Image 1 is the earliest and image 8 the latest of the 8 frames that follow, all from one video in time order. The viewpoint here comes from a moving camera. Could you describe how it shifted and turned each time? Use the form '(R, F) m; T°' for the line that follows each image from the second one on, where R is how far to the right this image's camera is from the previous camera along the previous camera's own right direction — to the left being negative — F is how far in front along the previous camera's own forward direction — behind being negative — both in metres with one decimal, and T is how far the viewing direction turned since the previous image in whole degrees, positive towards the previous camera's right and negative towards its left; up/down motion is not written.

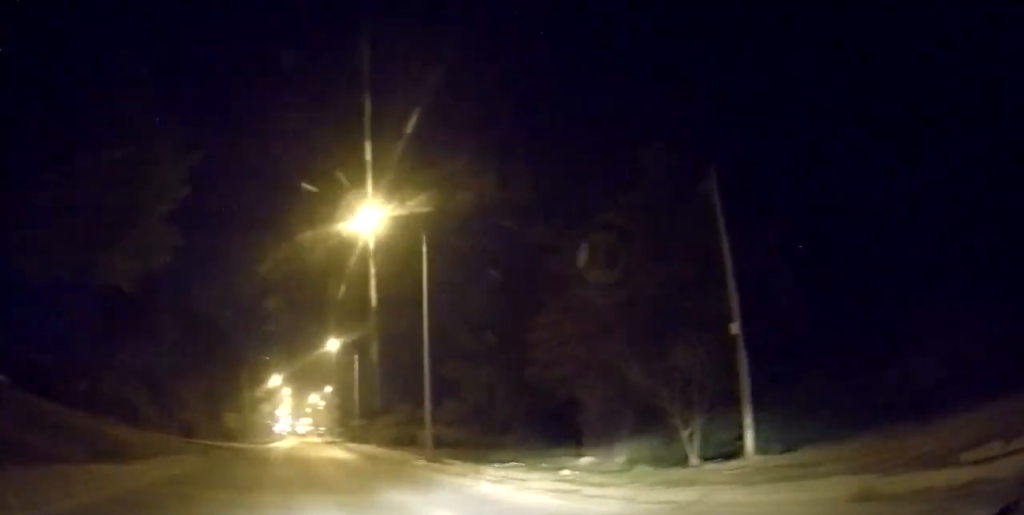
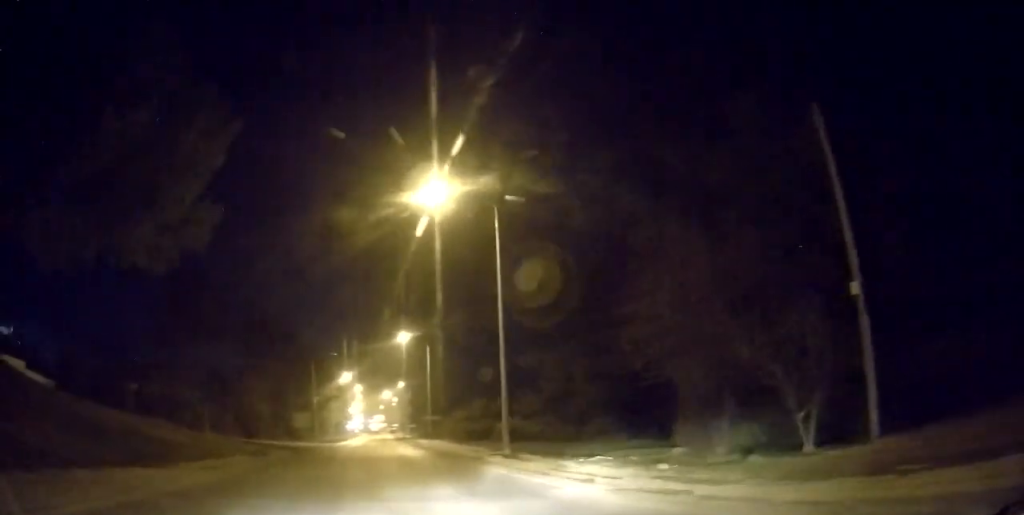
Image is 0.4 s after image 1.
(-0.3, +2.1) m; -3°
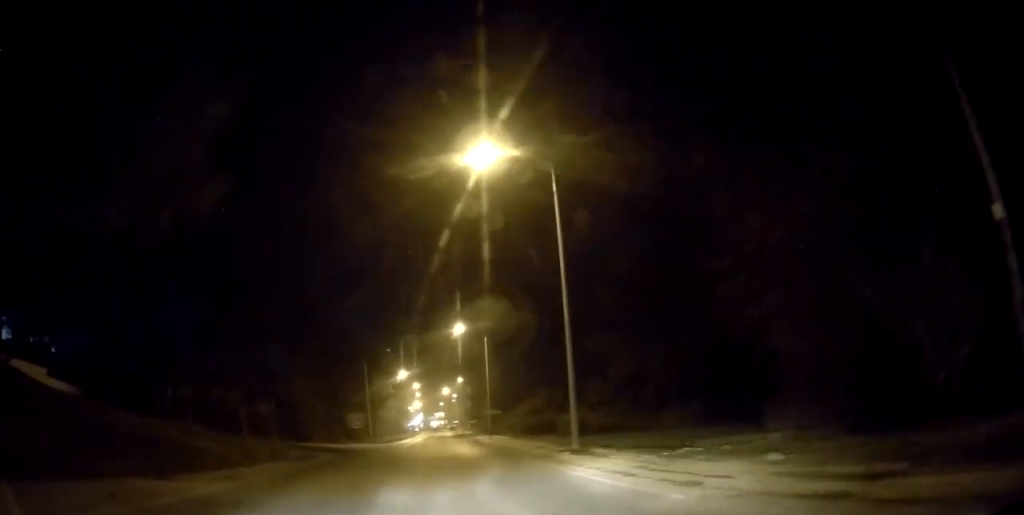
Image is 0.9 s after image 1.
(-0.2, +2.6) m; -4°
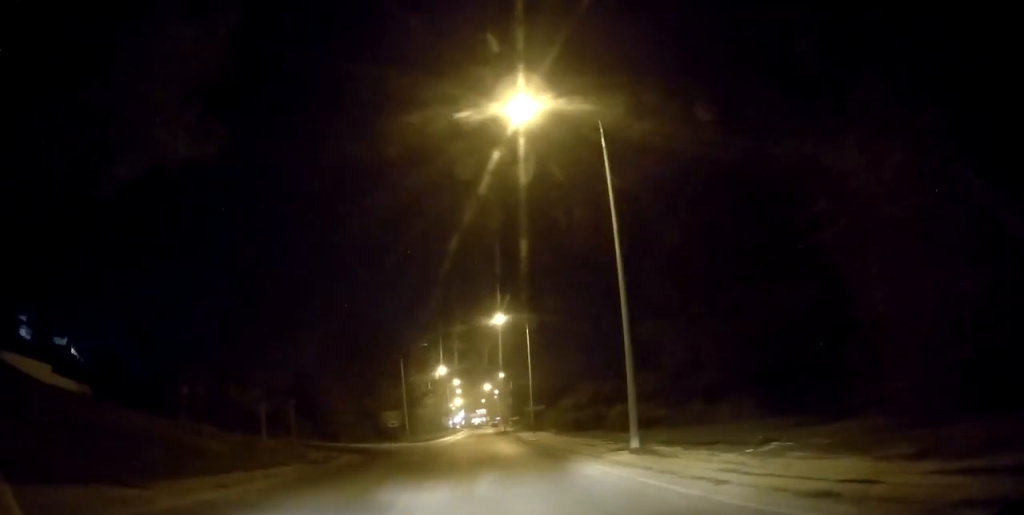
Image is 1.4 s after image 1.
(0.0, +2.8) m; -2°
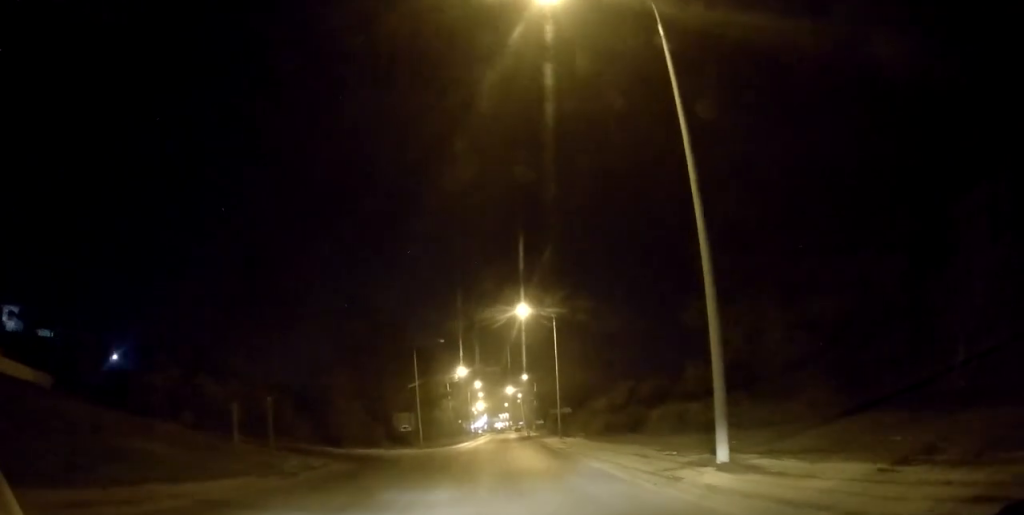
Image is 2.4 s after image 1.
(-0.2, +5.6) m; -3°
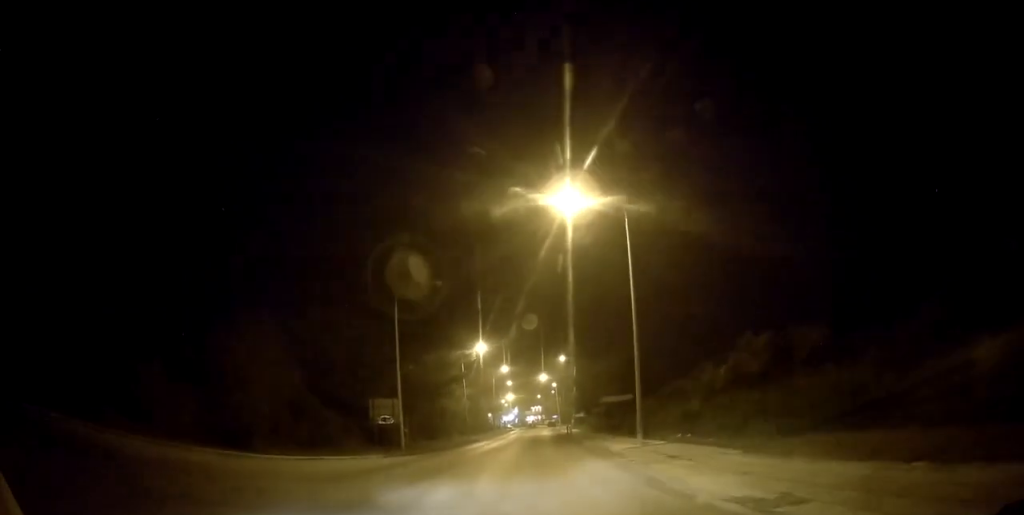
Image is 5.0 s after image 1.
(-0.7, +20.1) m; -3°
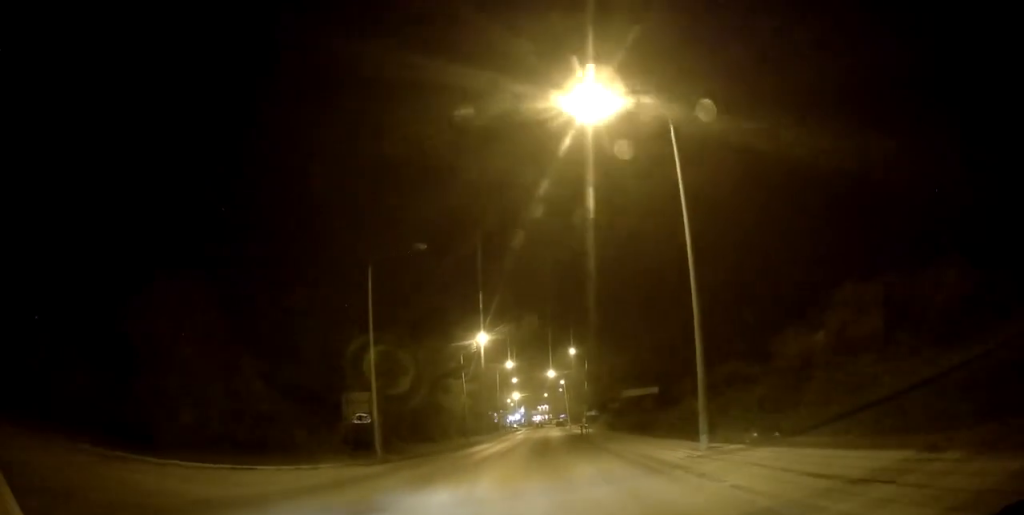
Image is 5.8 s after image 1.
(+0.1, +7.3) m; +1°
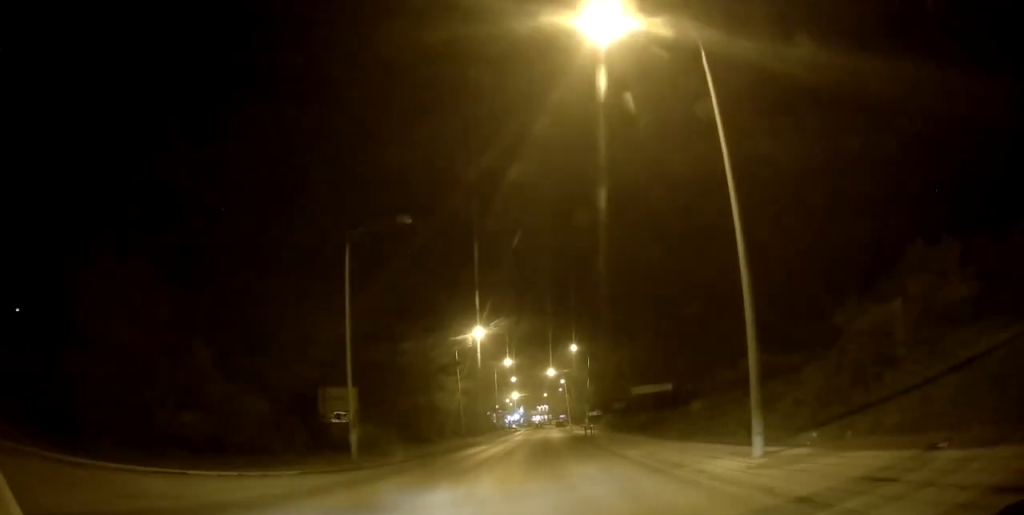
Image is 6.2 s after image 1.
(0.0, +3.8) m; -1°
